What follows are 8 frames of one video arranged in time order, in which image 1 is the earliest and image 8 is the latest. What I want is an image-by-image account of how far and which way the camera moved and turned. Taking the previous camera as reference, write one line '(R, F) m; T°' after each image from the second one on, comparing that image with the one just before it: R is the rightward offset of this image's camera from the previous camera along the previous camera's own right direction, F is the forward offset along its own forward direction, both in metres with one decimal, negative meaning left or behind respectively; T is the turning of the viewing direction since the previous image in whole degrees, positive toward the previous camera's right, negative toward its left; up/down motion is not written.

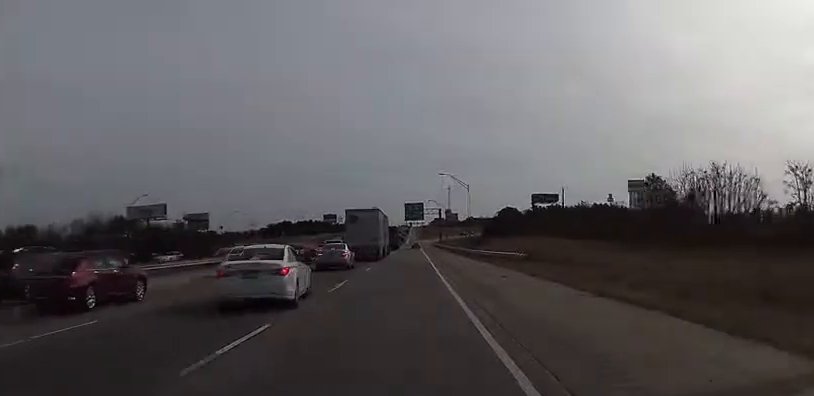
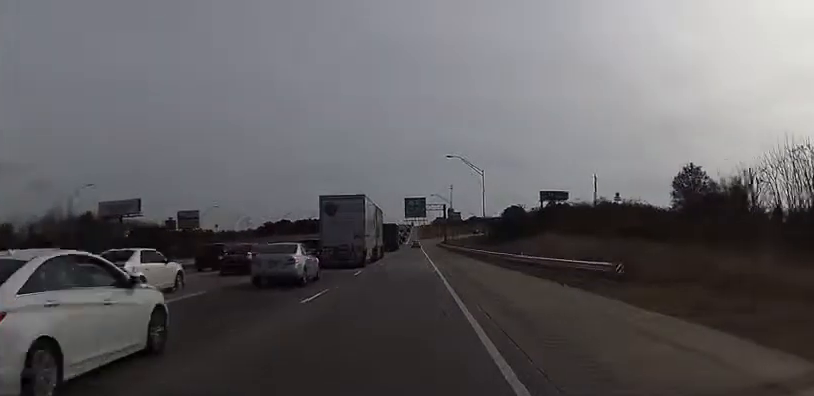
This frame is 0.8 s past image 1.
(-0.1, +17.3) m; -1°
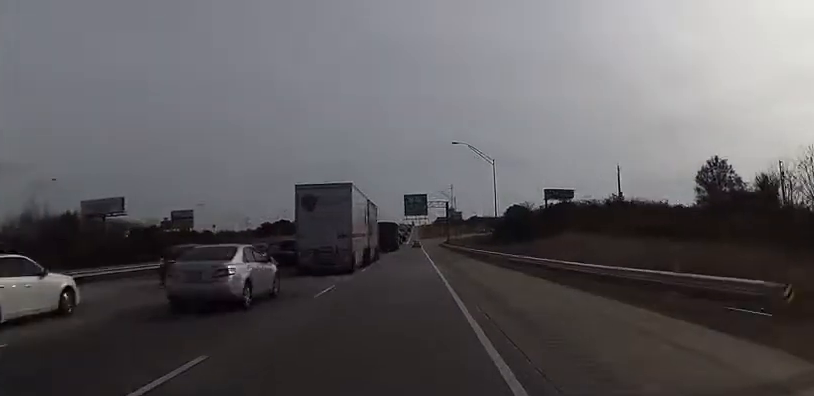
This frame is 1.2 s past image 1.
(0.0, +8.8) m; 0°
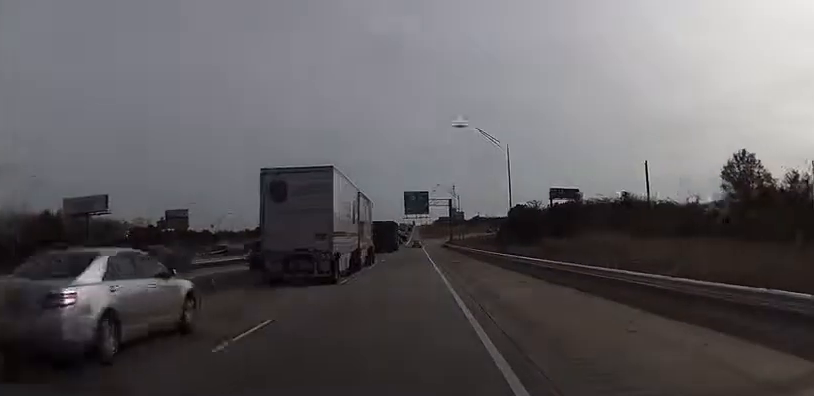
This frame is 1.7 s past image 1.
(-0.1, +8.6) m; 0°
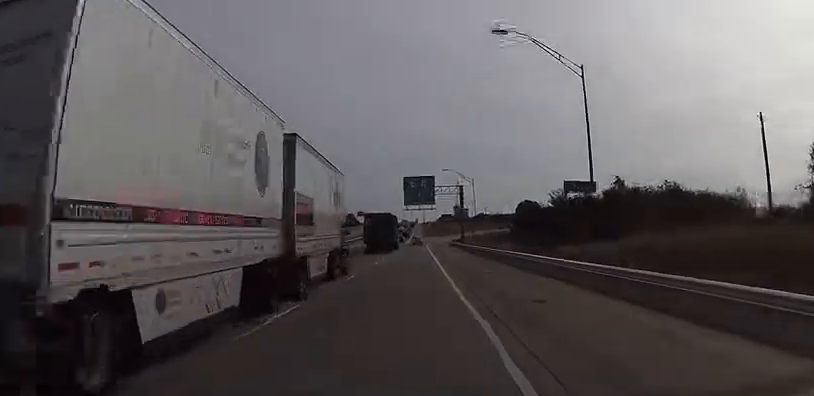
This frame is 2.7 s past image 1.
(0.0, +20.6) m; 0°
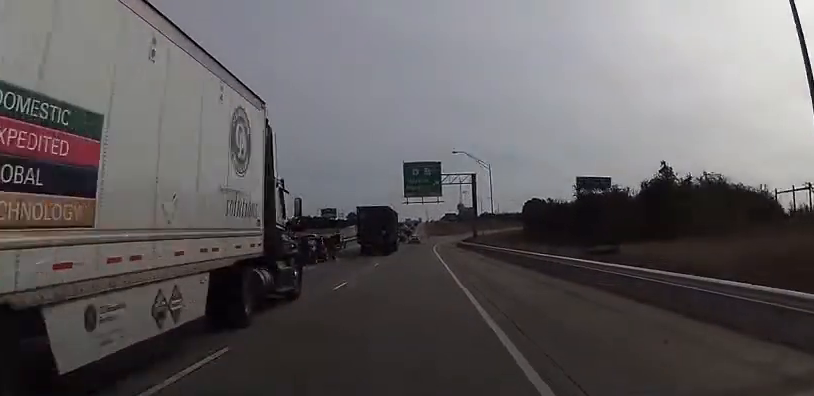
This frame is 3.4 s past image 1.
(+0.2, +13.0) m; 0°
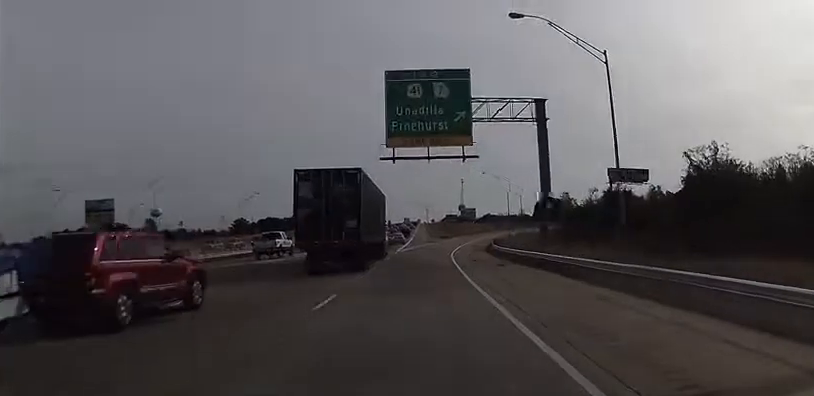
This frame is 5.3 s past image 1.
(-0.5, +30.9) m; -1°
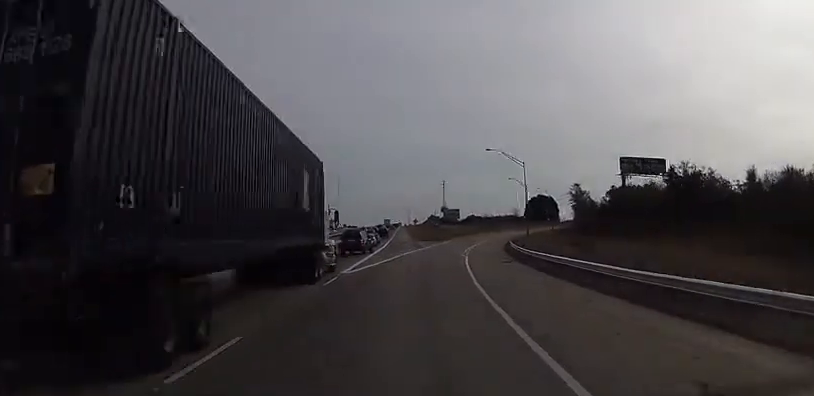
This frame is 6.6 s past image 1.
(0.0, +25.2) m; +1°
